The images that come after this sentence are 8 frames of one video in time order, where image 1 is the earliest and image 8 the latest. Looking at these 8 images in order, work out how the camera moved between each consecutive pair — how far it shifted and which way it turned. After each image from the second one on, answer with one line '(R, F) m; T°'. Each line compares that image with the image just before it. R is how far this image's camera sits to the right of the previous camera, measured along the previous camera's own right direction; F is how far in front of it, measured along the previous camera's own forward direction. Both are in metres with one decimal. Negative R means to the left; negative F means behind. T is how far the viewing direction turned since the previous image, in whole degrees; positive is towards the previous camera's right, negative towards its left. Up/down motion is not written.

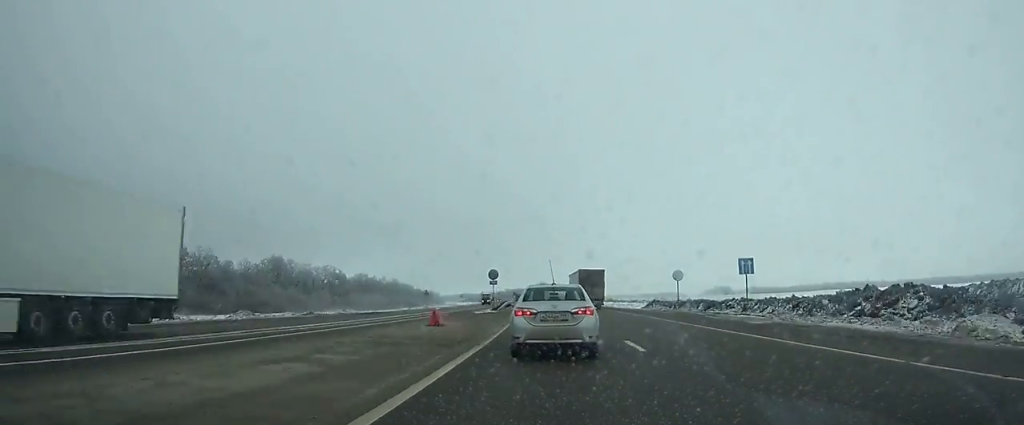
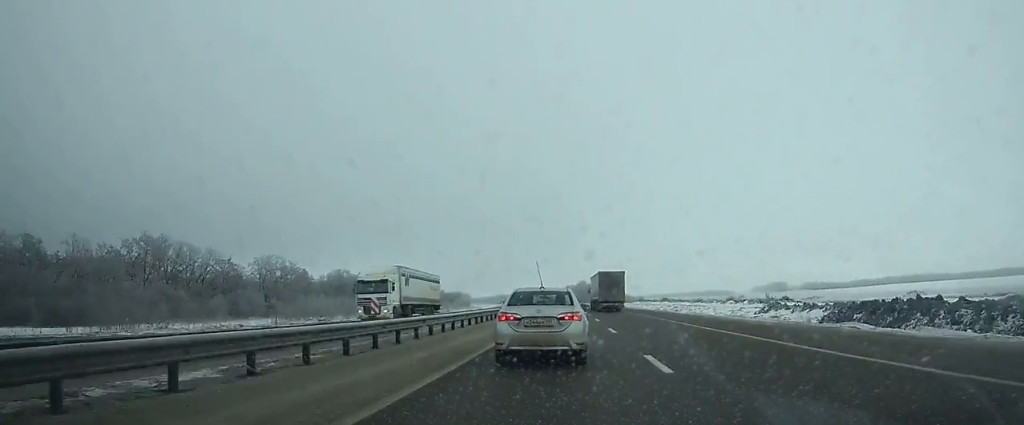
(-1.8, +60.9) m; -2°
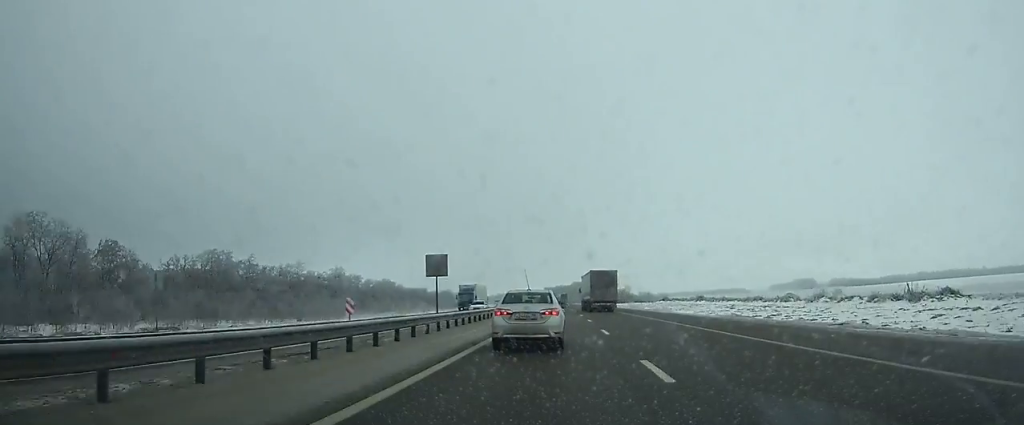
(-0.7, +68.8) m; -1°
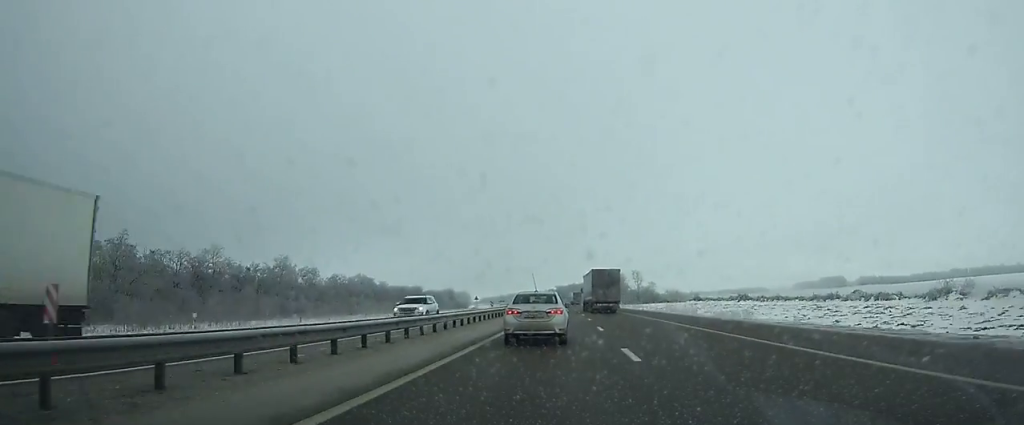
(-0.3, +42.5) m; -1°
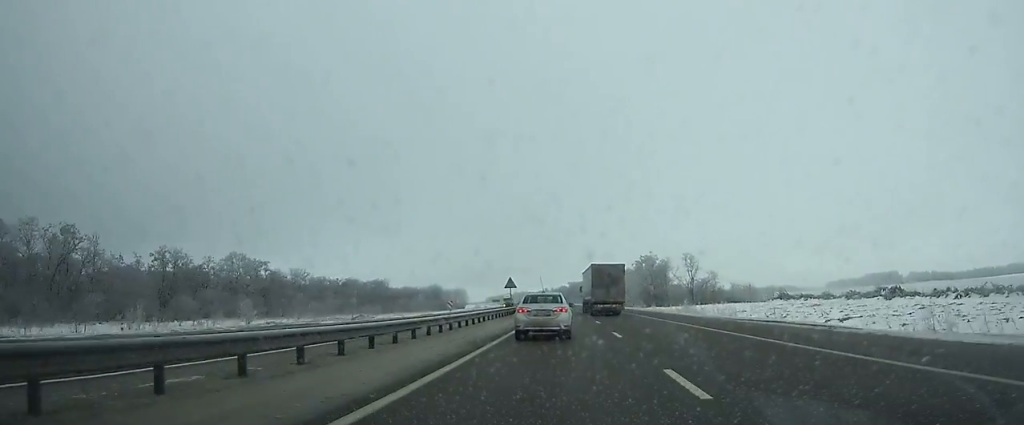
(-1.0, +90.2) m; -1°
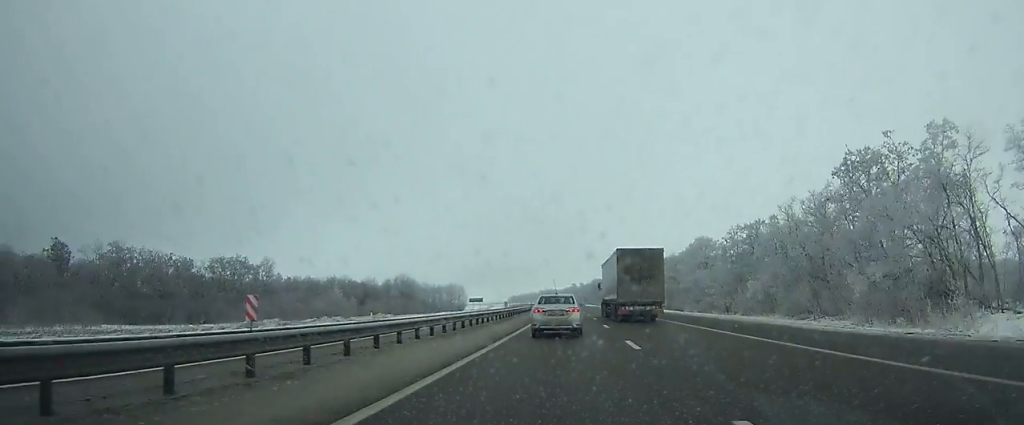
(-3.4, +136.1) m; -3°
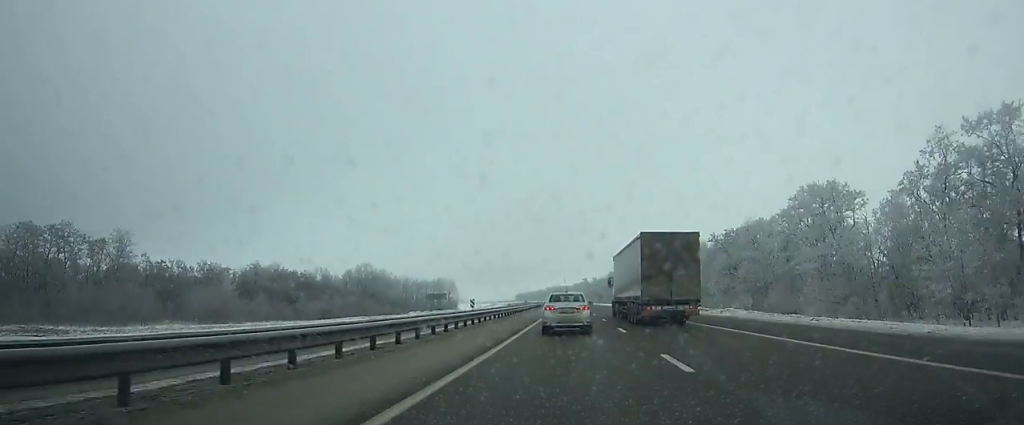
(-0.6, +58.1) m; -1°
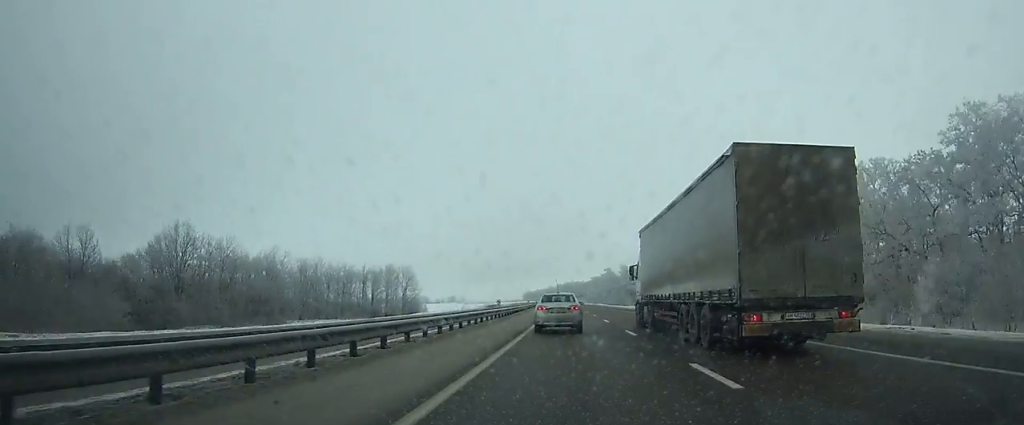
(-1.7, +103.8) m; -2°
